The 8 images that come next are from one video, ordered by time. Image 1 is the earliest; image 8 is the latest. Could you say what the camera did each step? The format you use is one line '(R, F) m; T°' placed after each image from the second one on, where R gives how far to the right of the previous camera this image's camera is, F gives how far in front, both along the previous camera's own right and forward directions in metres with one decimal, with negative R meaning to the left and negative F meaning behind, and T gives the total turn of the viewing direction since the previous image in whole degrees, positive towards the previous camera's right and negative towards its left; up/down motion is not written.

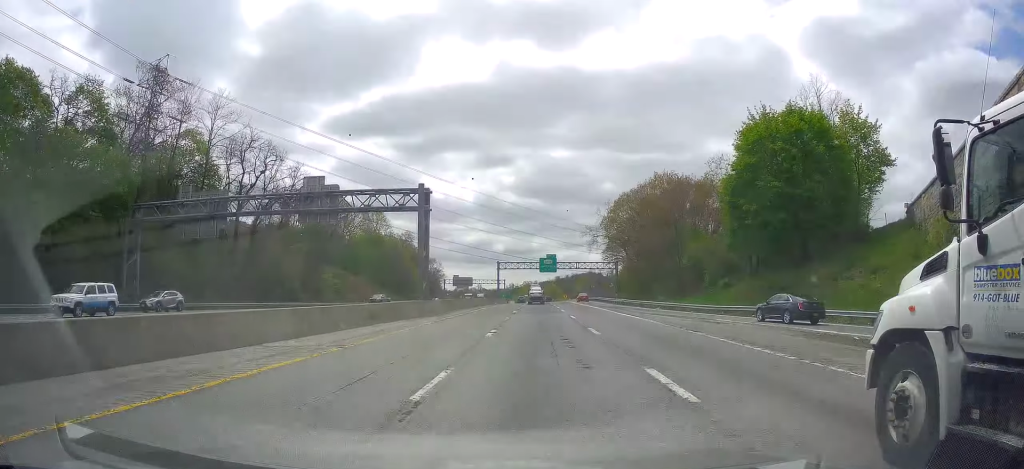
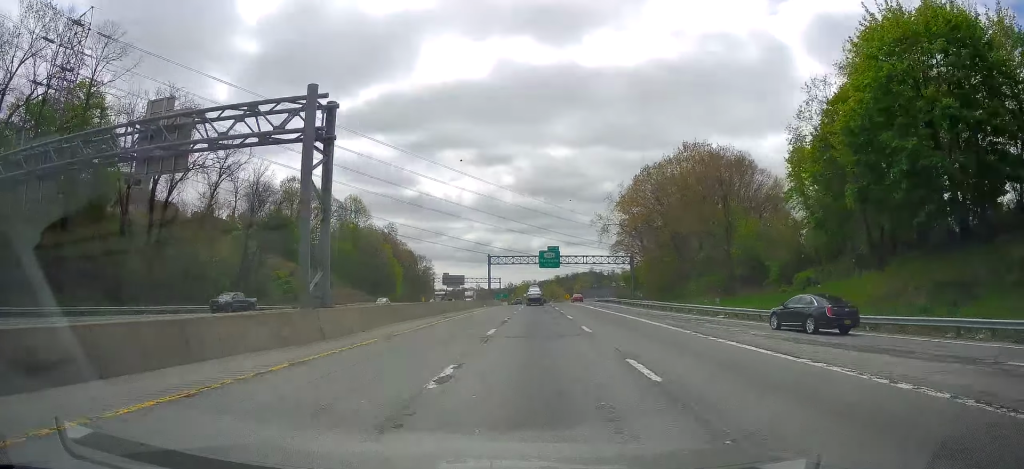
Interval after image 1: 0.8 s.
(+0.2, +22.5) m; 0°
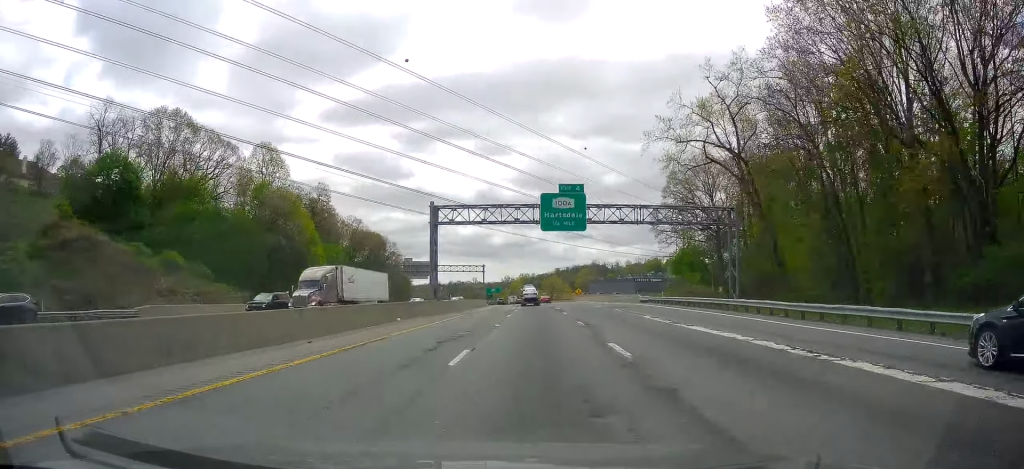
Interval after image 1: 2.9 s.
(-0.5, +58.2) m; -1°
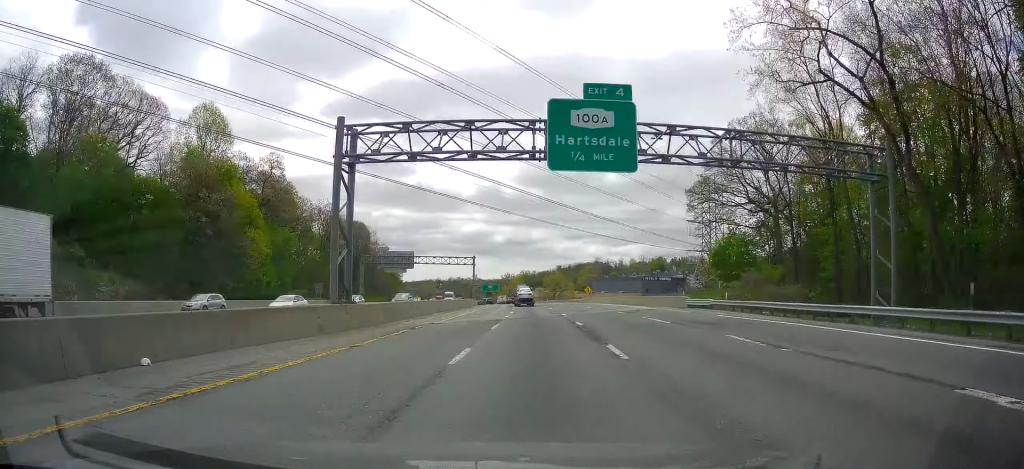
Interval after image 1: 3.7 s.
(-0.1, +24.4) m; 0°
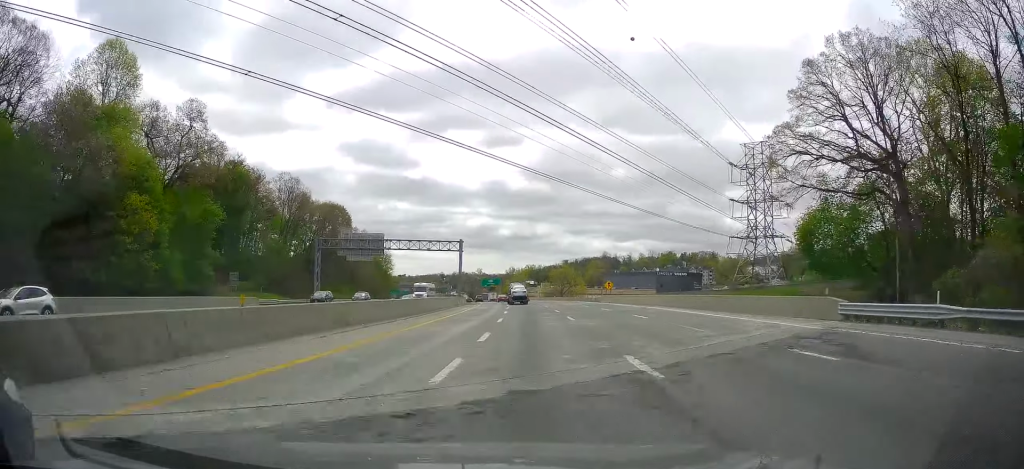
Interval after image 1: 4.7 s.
(0.0, +27.2) m; +1°
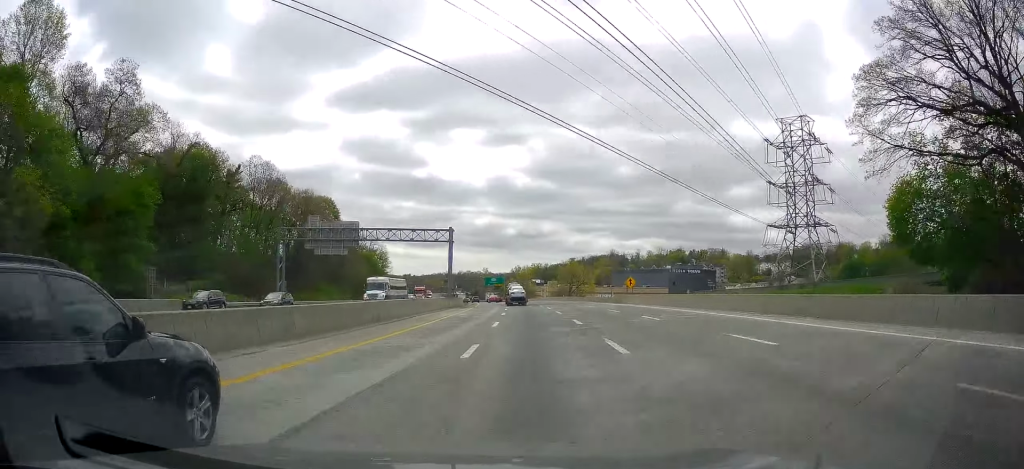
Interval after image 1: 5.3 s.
(+0.3, +16.0) m; 0°
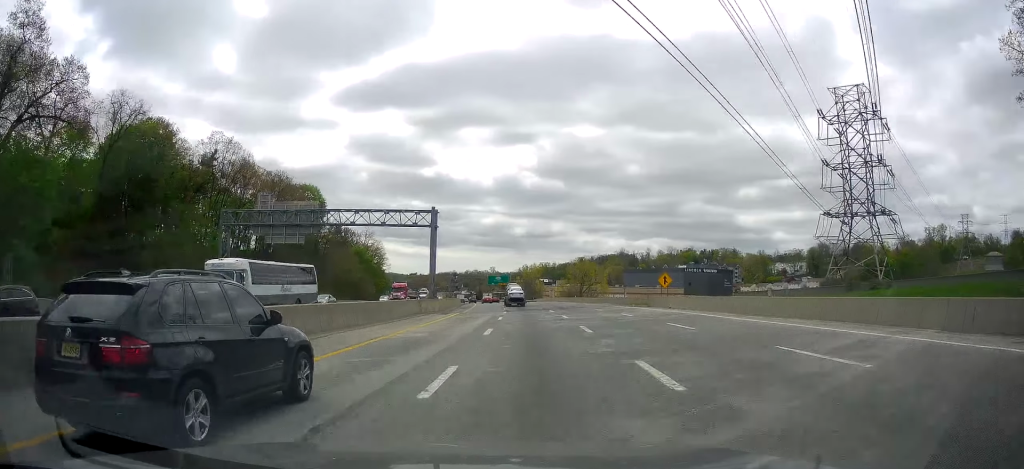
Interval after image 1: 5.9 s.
(-0.1, +17.0) m; -1°
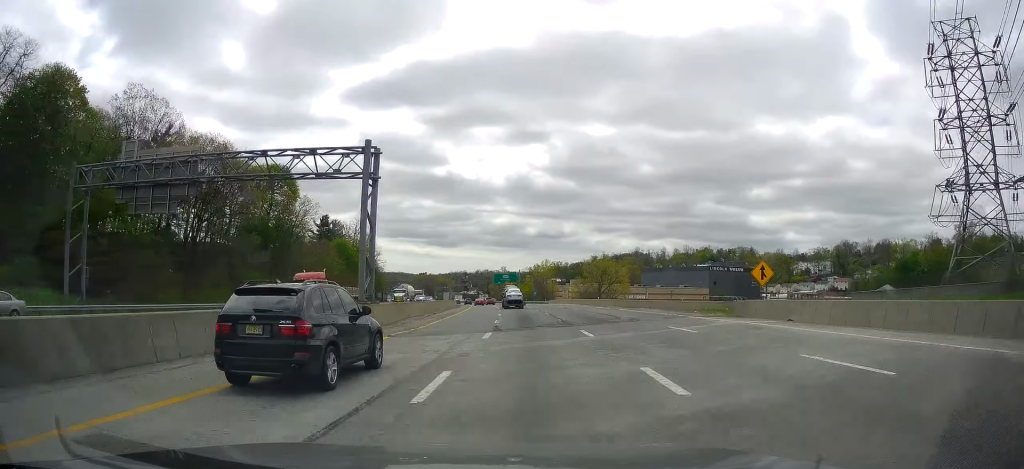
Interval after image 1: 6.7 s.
(-0.4, +24.6) m; -1°
